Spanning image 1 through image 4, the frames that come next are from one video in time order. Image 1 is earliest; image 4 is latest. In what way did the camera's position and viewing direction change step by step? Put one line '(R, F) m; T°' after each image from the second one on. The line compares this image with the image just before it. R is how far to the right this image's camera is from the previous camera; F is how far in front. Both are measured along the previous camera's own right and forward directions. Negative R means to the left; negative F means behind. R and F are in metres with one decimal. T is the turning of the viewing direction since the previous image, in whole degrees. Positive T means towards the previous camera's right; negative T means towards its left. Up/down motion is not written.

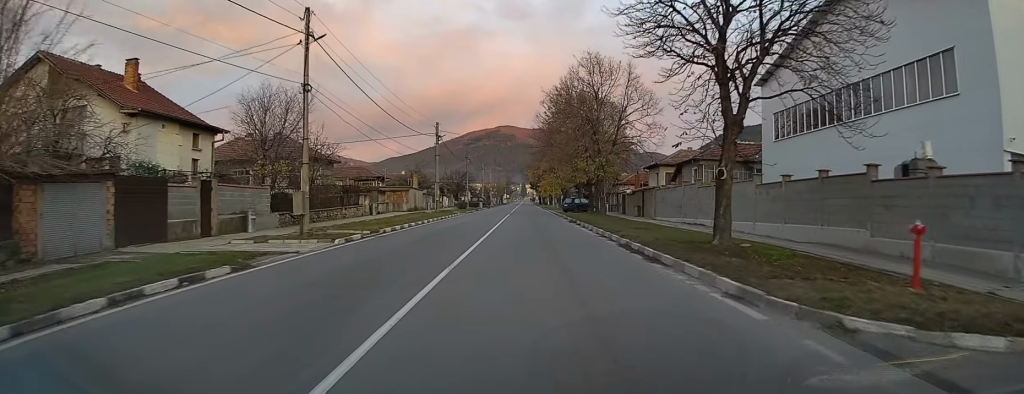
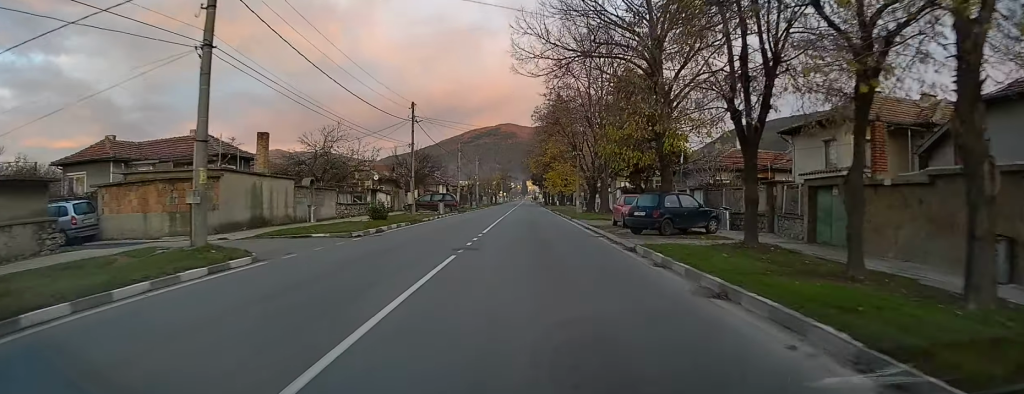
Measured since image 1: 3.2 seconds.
(-0.3, +42.0) m; -2°
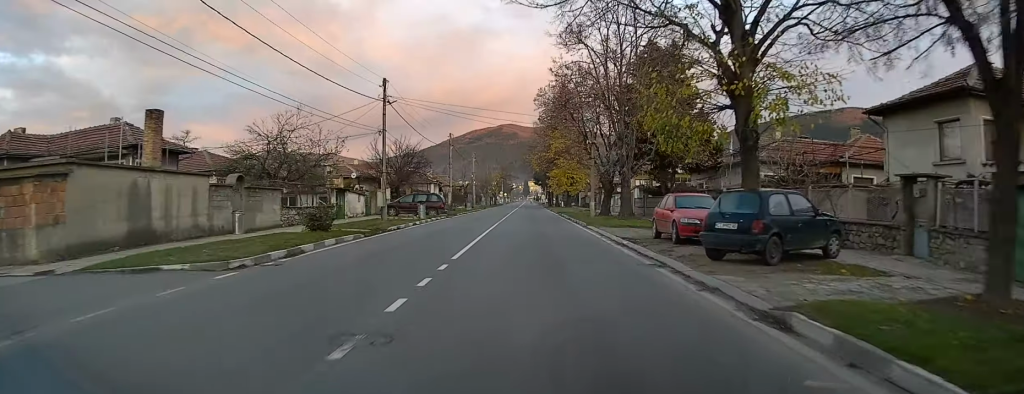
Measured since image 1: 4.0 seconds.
(0.0, +9.6) m; +1°
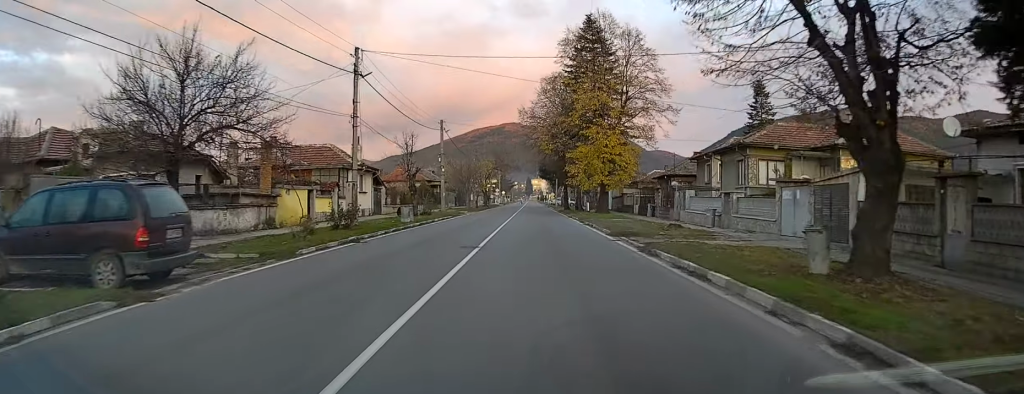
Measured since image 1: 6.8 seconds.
(-0.3, +38.0) m; -1°
